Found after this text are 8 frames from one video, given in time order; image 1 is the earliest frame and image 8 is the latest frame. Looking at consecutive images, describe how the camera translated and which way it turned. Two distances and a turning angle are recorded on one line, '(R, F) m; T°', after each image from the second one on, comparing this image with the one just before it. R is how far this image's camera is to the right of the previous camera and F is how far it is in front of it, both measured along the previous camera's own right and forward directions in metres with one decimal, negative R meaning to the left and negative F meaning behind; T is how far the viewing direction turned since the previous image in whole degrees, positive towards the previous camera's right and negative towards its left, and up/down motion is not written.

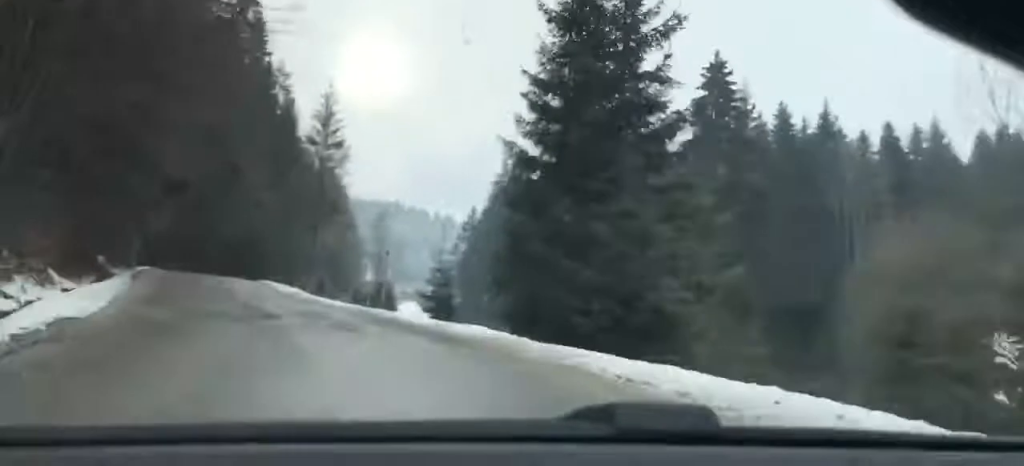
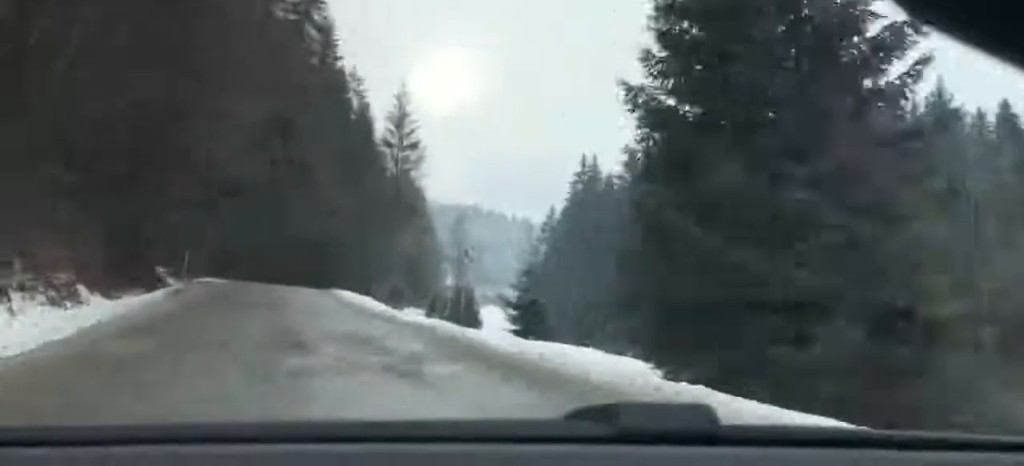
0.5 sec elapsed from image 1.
(-0.3, +4.8) m; -8°
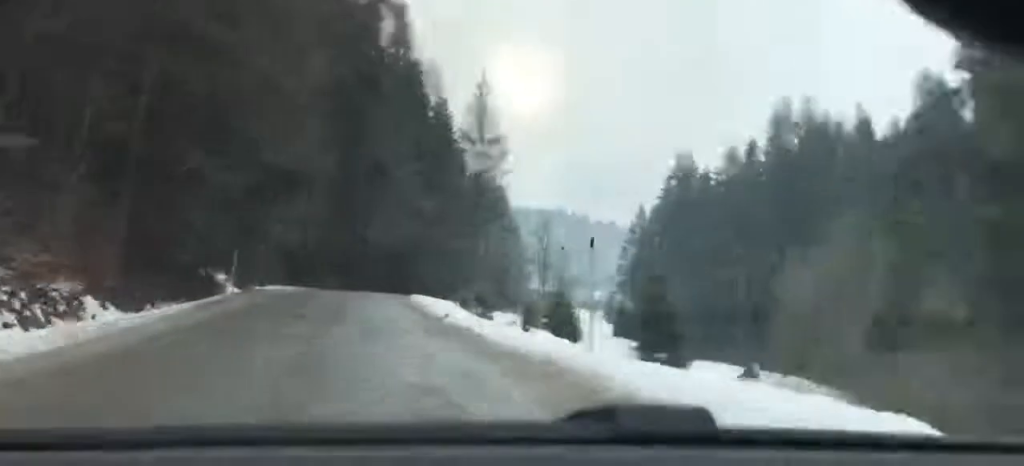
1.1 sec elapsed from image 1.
(-0.5, +5.4) m; -6°
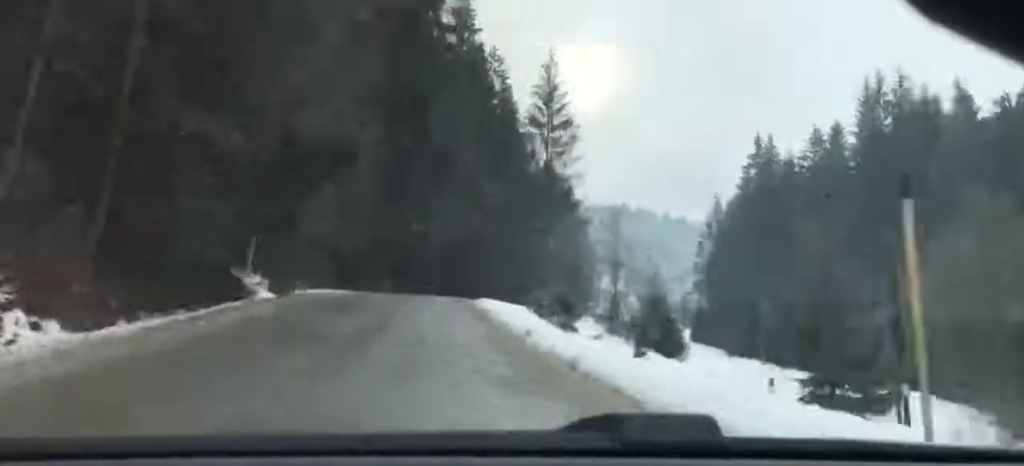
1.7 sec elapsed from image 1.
(-0.2, +5.5) m; -5°
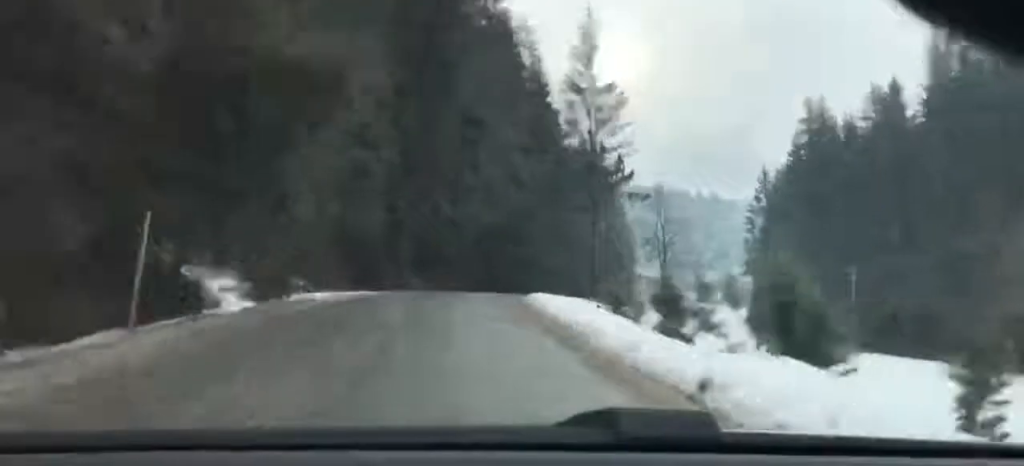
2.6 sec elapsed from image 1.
(-0.4, +8.9) m; -7°
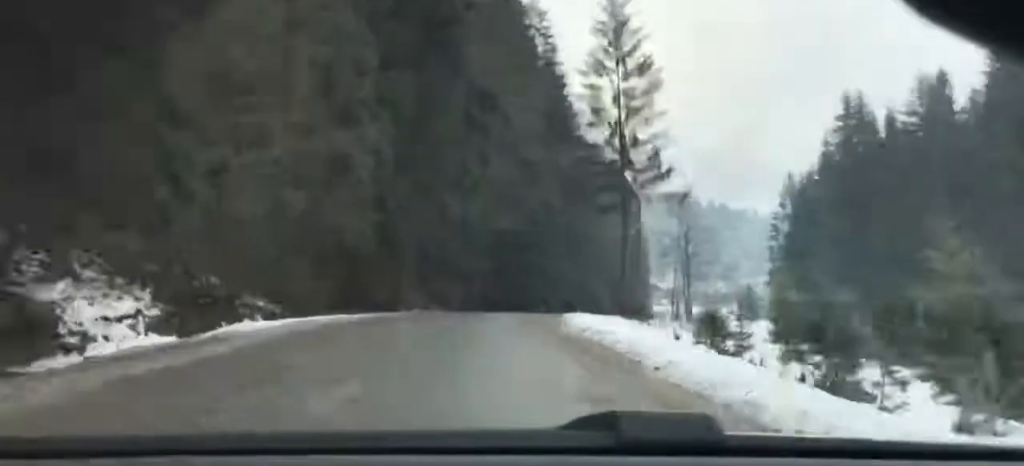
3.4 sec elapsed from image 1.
(-0.5, +8.9) m; -8°
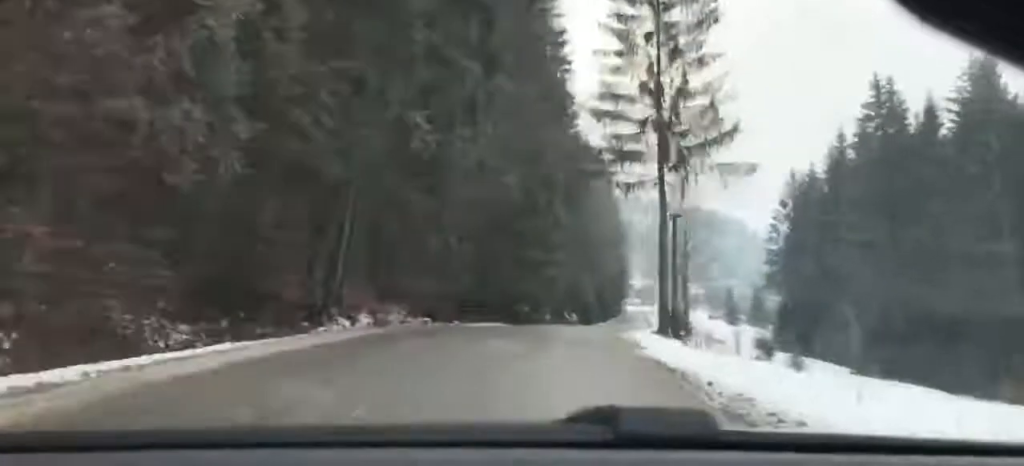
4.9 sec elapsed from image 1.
(-2.8, +18.2) m; -15°
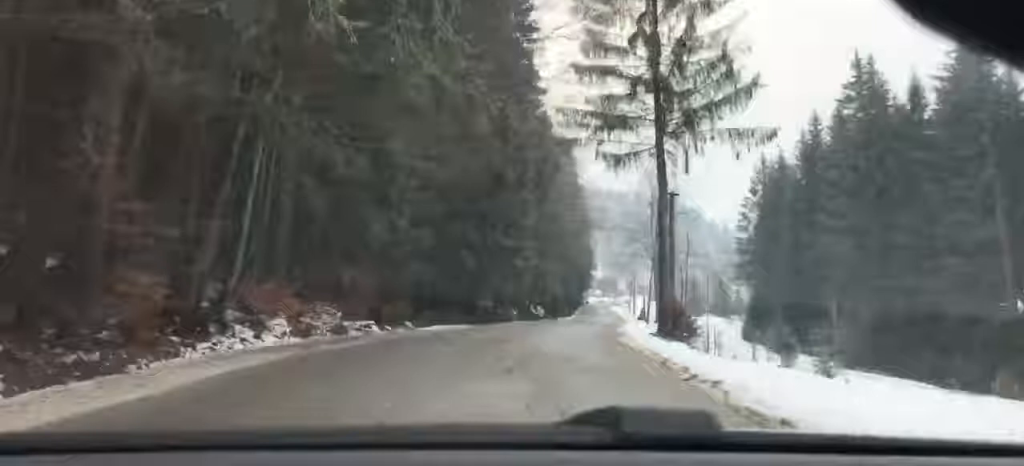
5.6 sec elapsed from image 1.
(-0.6, +9.4) m; -3°
